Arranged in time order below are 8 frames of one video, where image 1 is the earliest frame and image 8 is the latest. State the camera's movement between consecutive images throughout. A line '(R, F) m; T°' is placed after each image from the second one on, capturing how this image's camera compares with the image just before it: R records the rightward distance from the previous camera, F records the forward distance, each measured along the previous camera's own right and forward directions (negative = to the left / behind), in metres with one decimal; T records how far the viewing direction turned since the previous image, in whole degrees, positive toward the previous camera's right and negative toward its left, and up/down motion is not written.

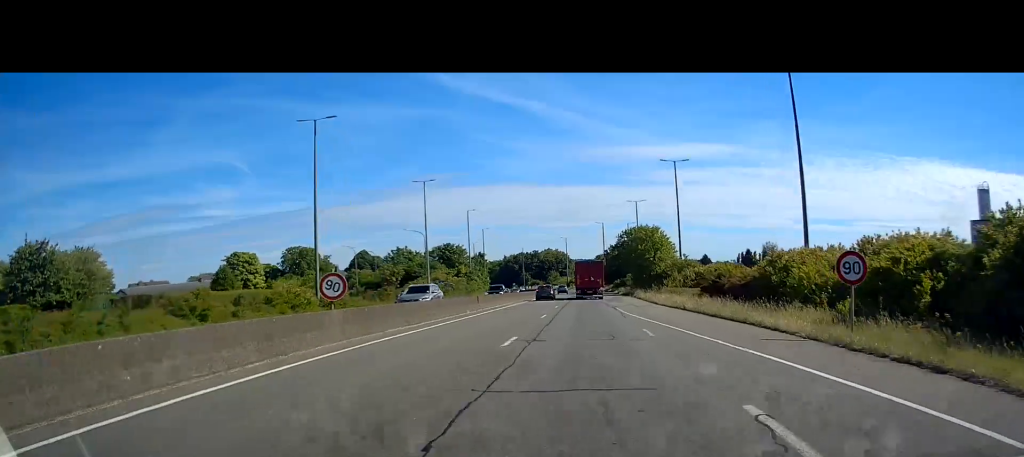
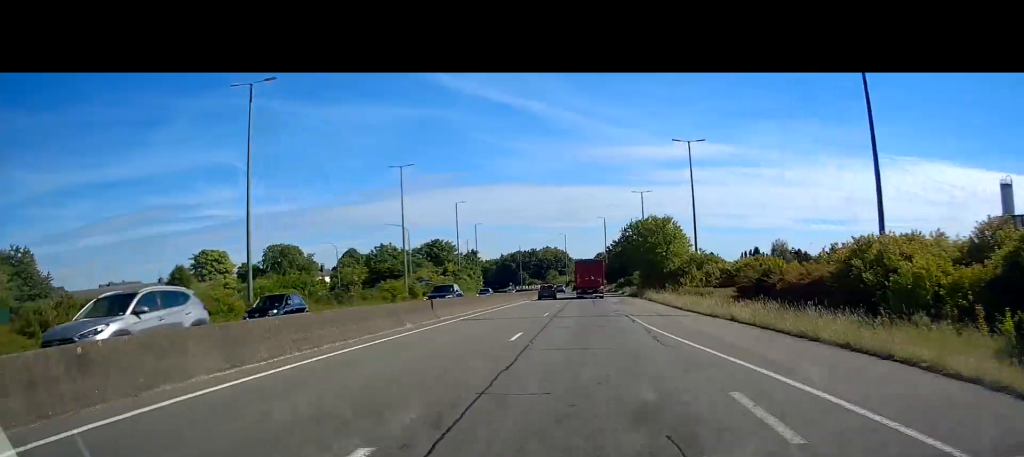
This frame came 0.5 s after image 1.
(0.0, +11.5) m; 0°
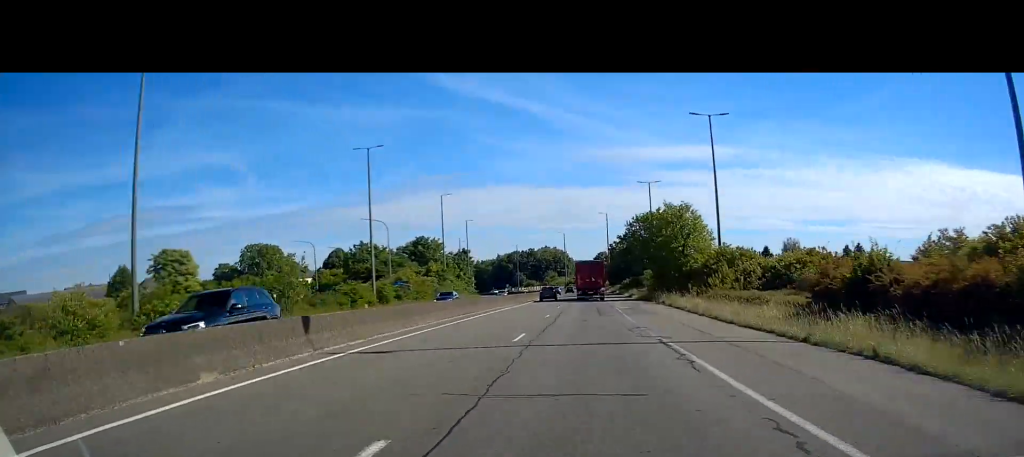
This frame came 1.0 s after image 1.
(0.0, +12.3) m; 0°
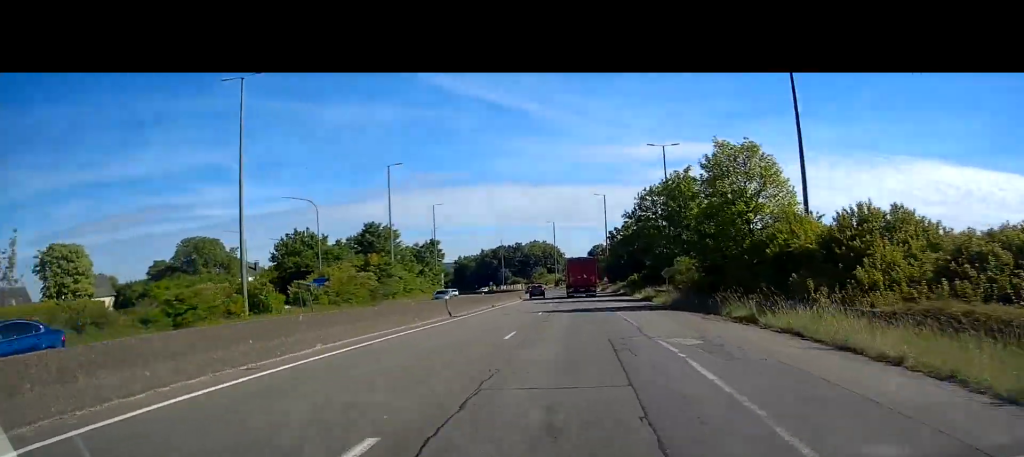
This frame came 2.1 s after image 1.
(0.0, +25.3) m; 0°
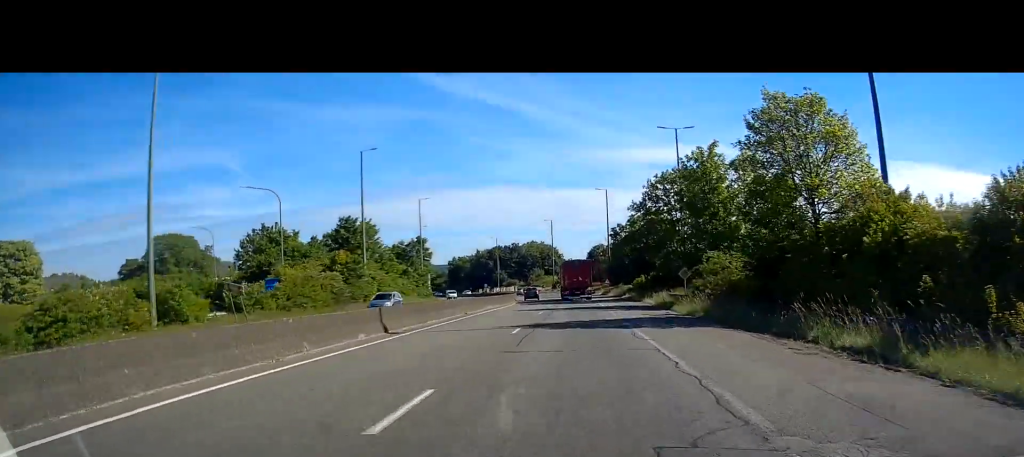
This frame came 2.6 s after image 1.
(0.0, +9.9) m; 0°
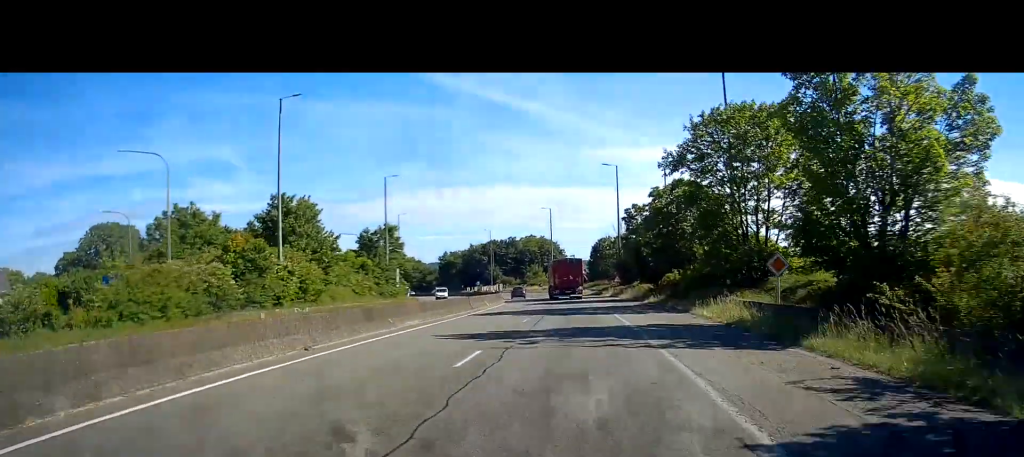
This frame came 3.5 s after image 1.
(+0.1, +20.6) m; 0°
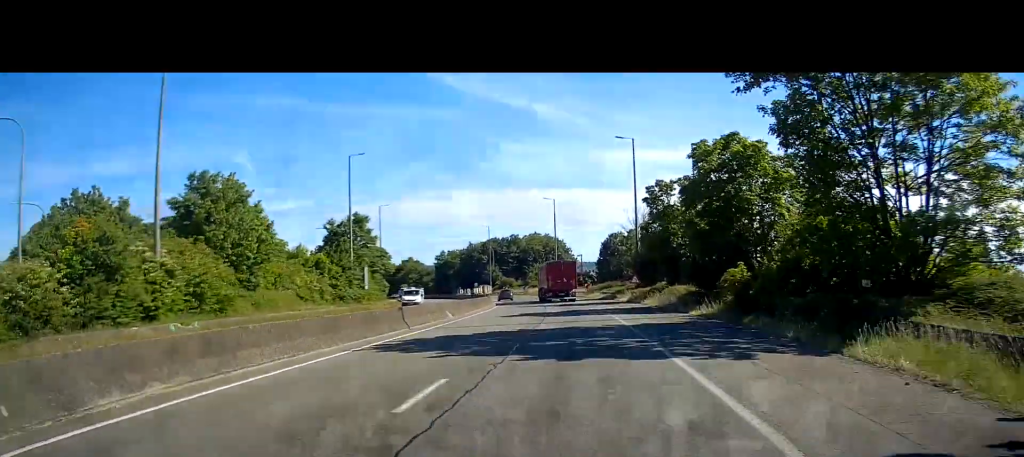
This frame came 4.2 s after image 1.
(0.0, +15.9) m; 0°
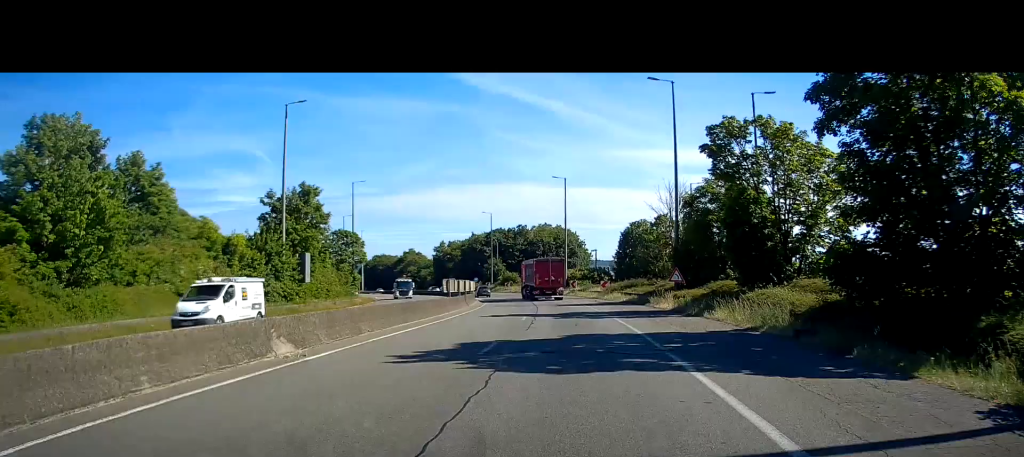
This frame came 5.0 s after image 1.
(-0.2, +19.7) m; -2°
